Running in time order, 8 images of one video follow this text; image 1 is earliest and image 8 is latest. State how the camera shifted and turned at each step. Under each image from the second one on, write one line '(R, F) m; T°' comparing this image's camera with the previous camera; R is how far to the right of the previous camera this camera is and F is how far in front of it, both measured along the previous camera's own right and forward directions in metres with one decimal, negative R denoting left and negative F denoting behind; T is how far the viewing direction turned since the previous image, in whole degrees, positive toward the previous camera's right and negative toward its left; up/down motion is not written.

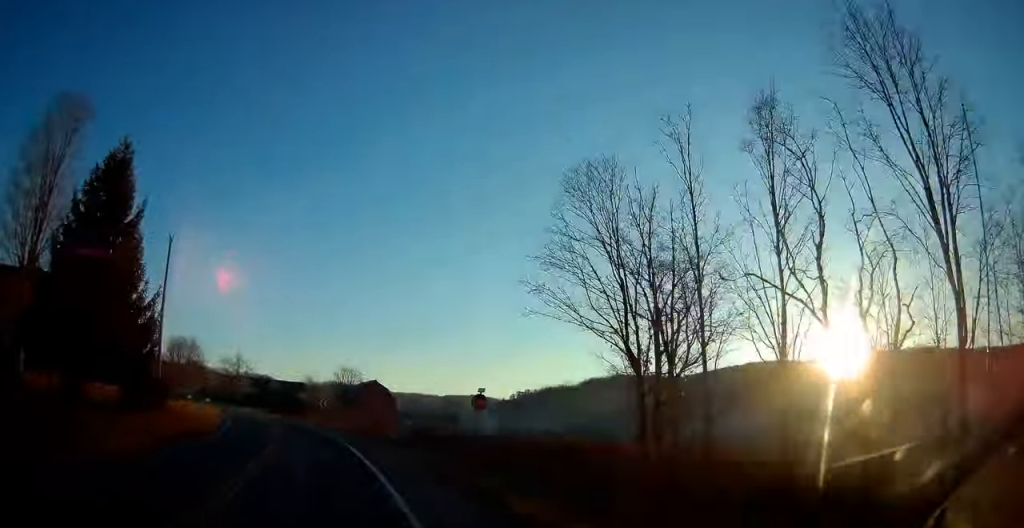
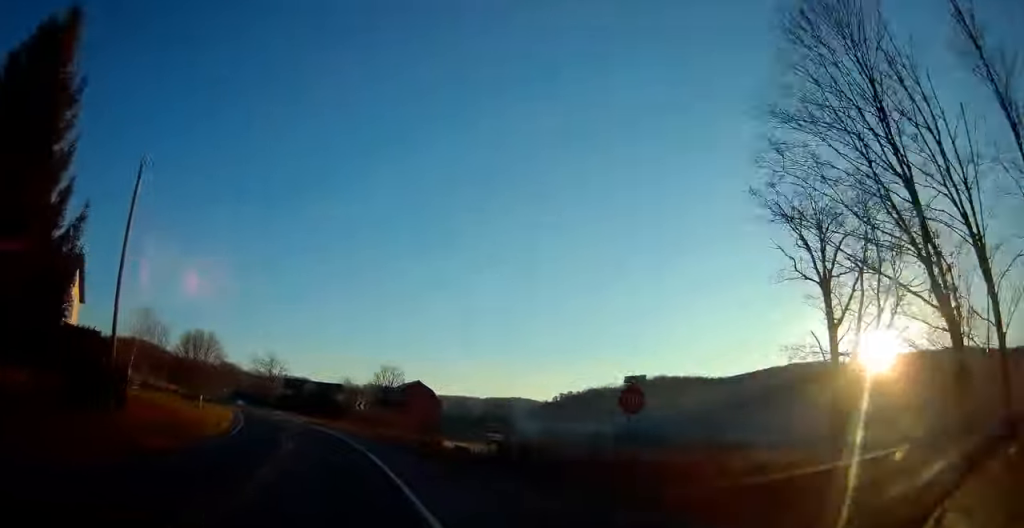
(-0.4, +11.5) m; -3°
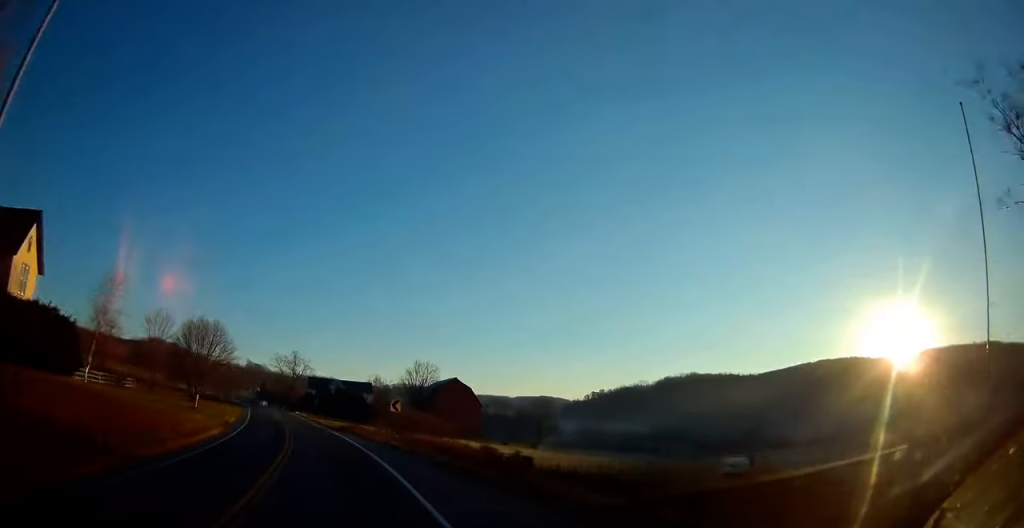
(-0.2, +12.2) m; -3°
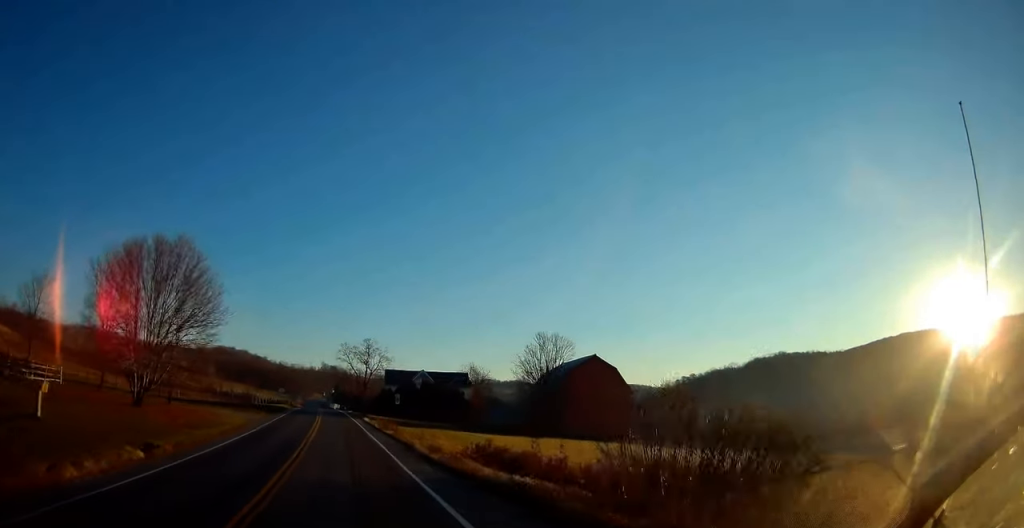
(-3.0, +37.6) m; -8°
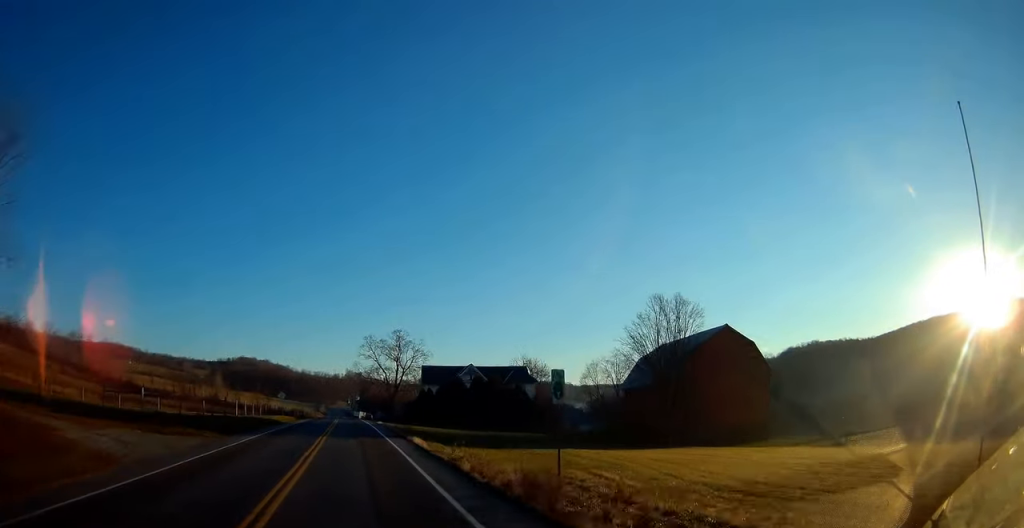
(-1.0, +29.1) m; -3°
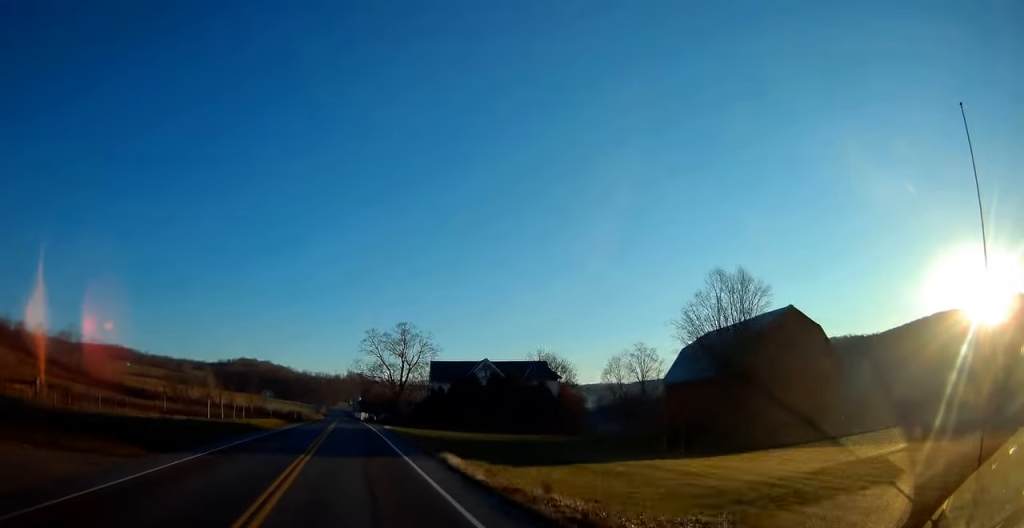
(-0.1, +11.2) m; -1°
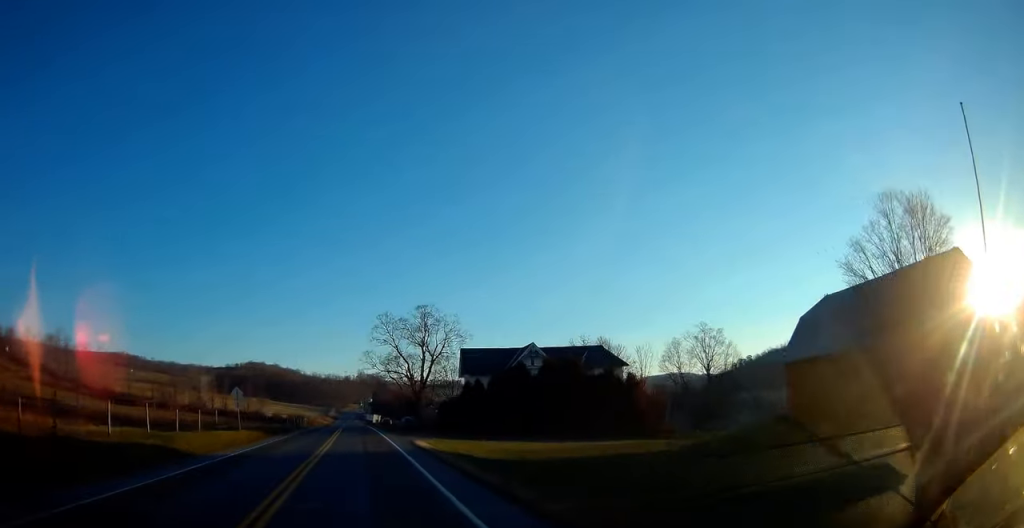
(-0.2, +20.2) m; 0°
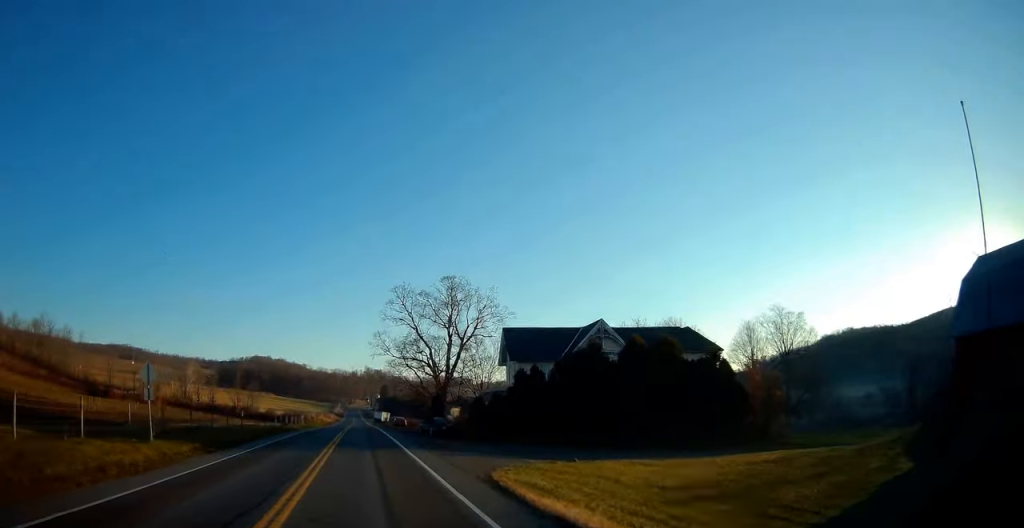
(+0.2, +19.0) m; 0°
